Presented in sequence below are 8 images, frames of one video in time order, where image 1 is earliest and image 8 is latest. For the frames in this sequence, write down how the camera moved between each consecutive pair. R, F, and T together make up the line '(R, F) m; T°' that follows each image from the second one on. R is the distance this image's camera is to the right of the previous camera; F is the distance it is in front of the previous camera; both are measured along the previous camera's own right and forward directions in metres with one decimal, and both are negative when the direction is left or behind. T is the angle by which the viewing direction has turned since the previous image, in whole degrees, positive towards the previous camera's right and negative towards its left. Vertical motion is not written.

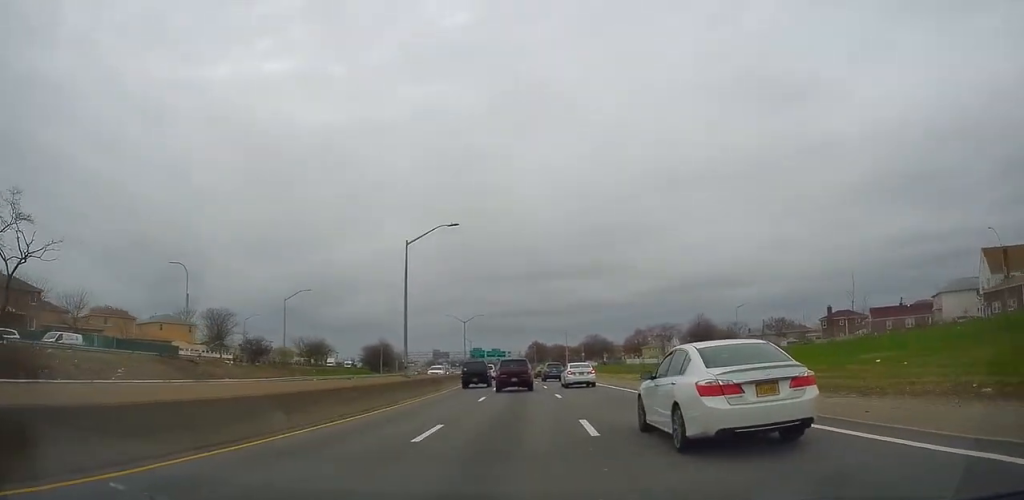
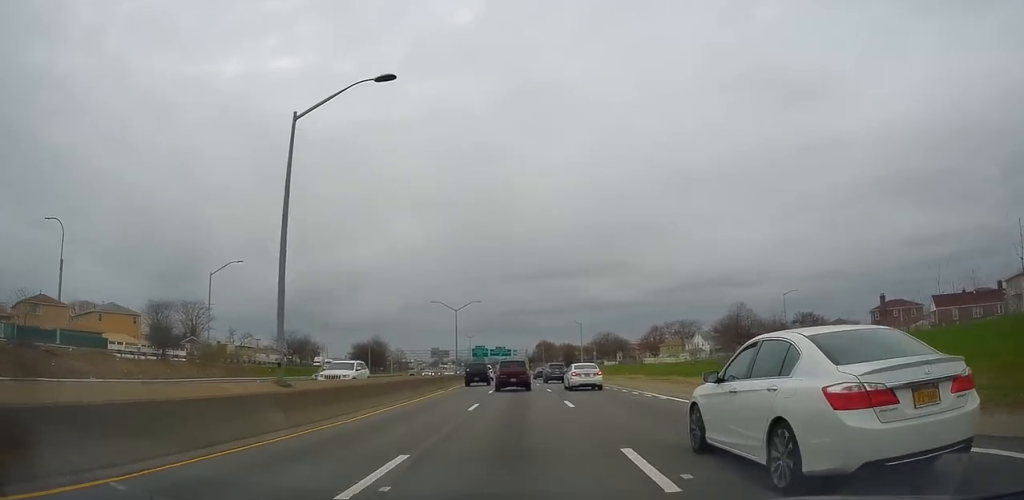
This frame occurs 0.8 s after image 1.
(-0.3, +17.5) m; -1°
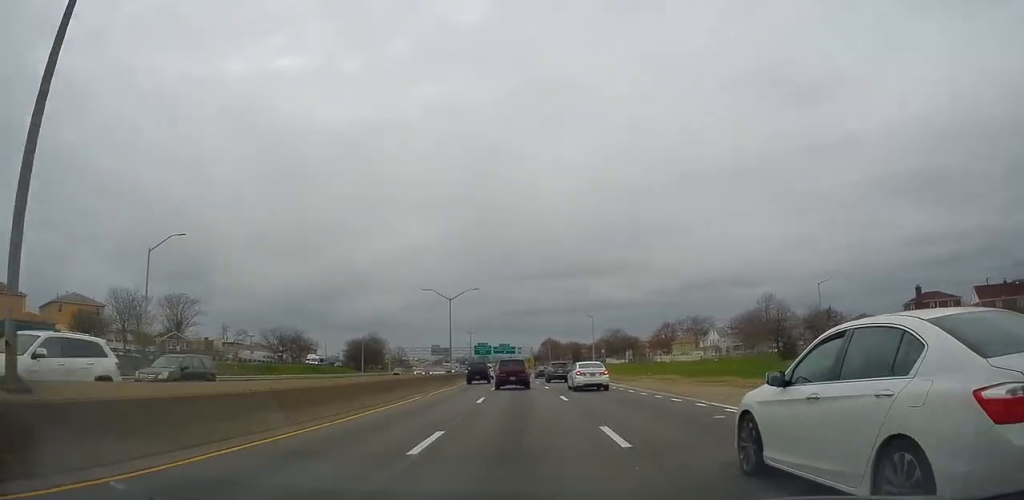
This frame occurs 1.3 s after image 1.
(+0.3, +9.4) m; 0°
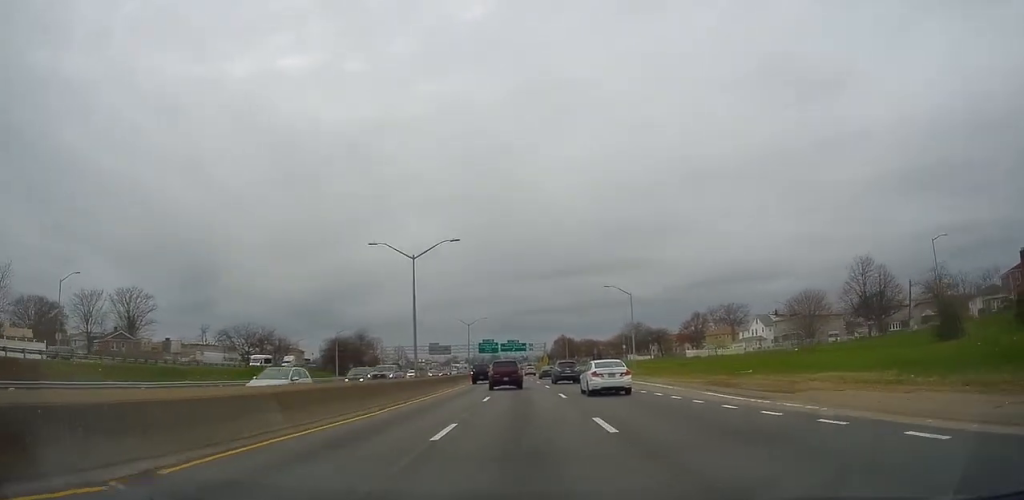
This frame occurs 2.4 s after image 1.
(-0.5, +22.7) m; -2°
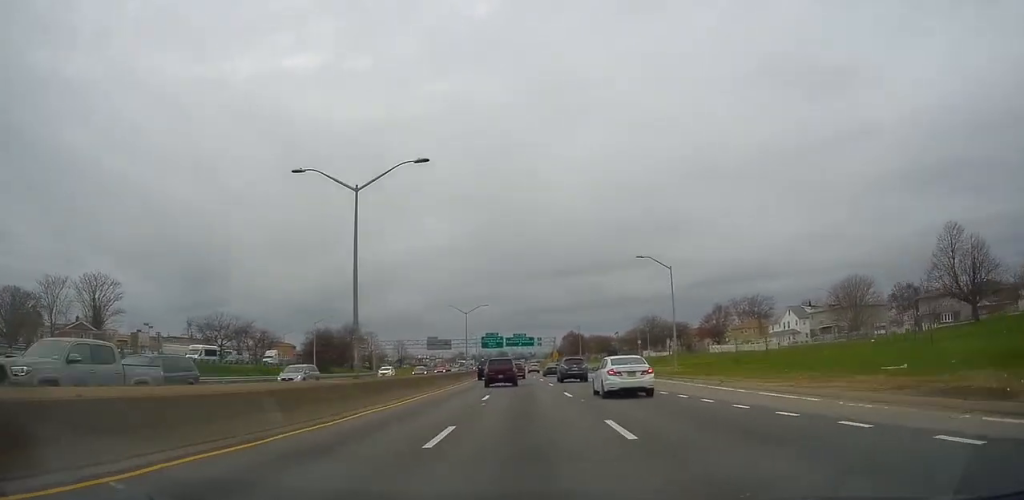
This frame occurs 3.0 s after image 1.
(-0.2, +13.7) m; -1°
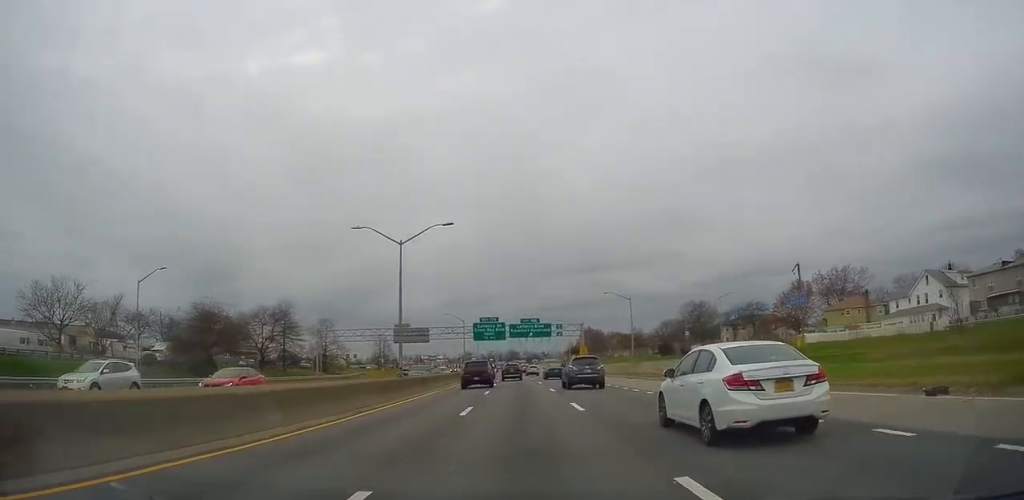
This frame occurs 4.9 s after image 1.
(0.0, +43.8) m; 0°
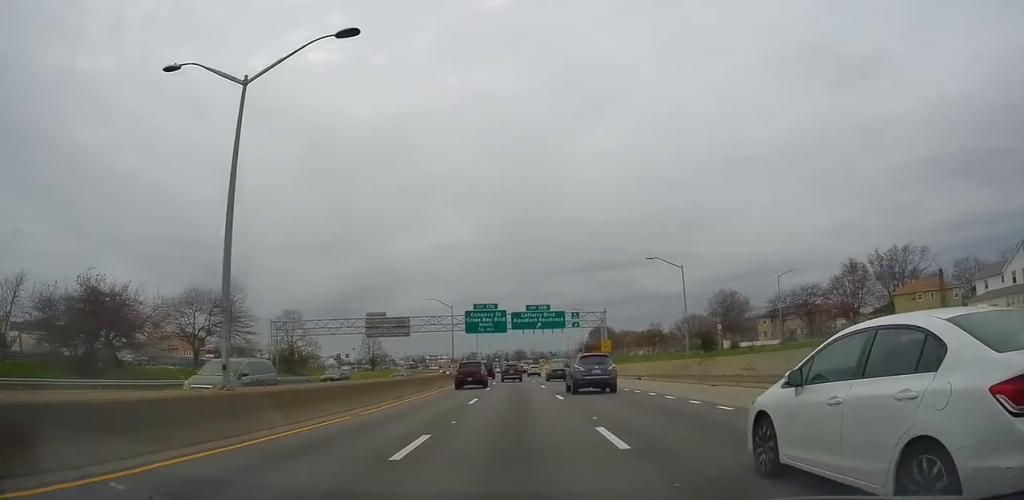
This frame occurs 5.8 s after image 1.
(0.0, +20.0) m; 0°
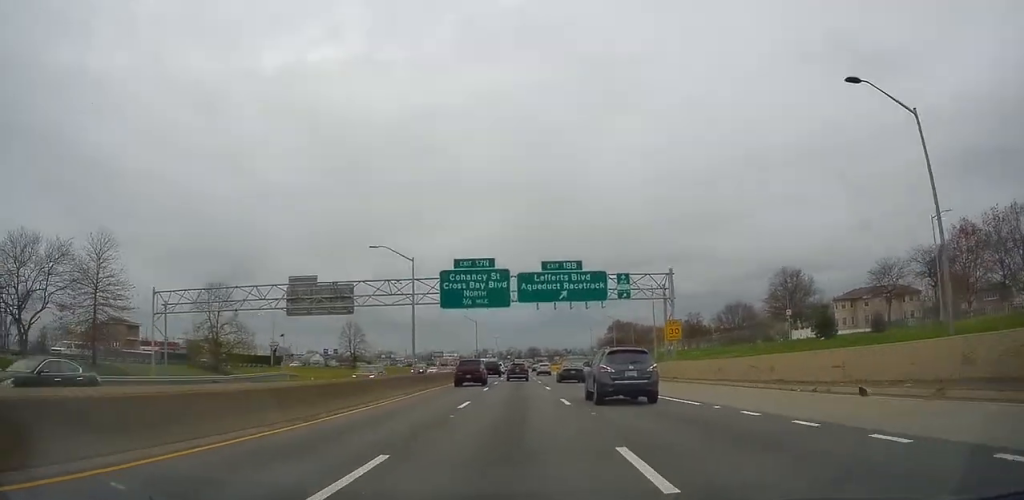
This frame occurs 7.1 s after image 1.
(-0.4, +29.2) m; -1°
